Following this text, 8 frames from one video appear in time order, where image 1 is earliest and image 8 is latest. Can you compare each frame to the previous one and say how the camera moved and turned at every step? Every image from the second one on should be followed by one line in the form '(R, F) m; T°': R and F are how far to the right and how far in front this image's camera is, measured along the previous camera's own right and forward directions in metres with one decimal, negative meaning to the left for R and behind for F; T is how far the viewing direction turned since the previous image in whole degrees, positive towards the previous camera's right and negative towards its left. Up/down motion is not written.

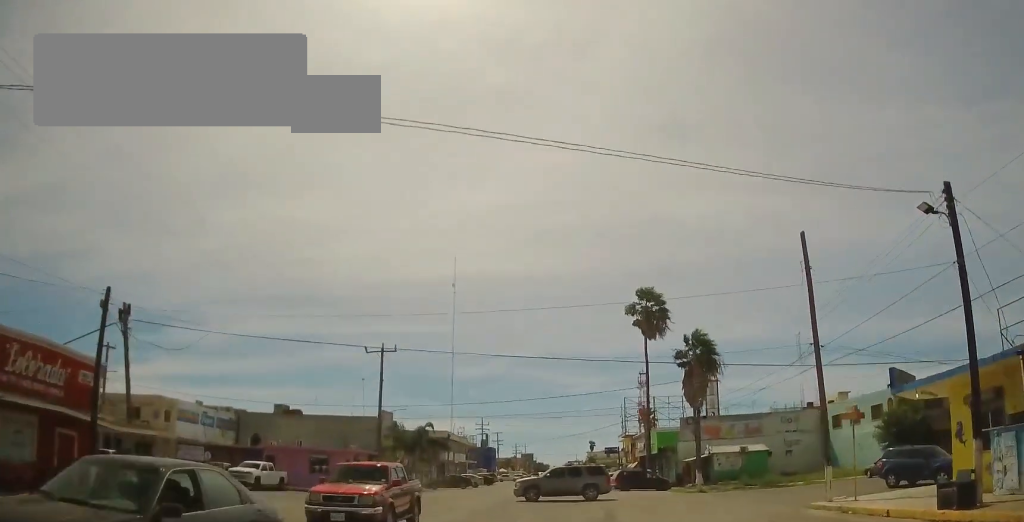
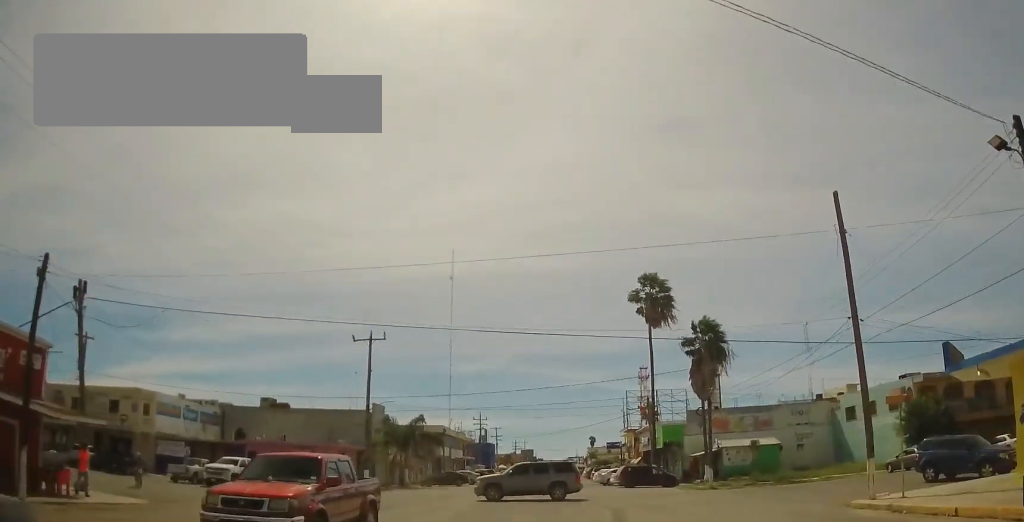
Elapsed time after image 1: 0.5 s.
(+0.1, +3.3) m; +2°
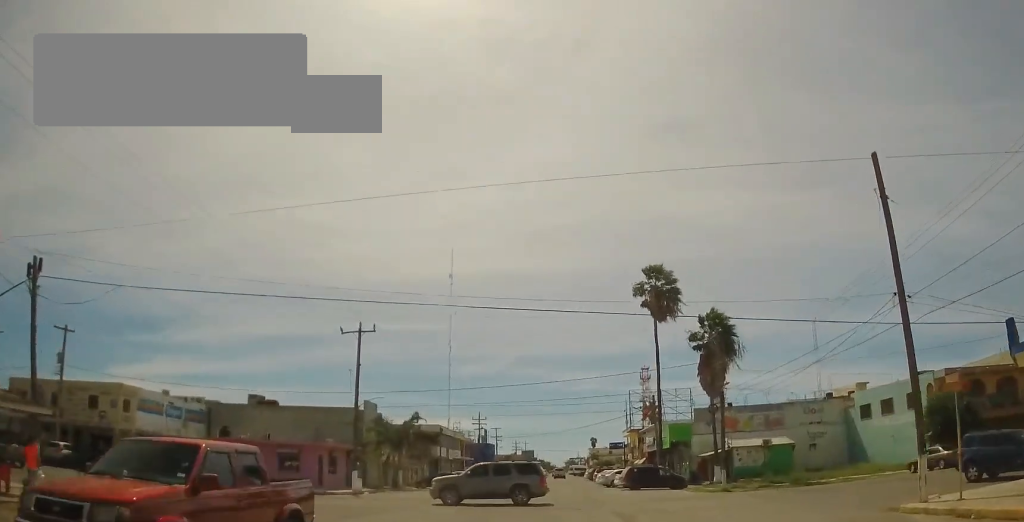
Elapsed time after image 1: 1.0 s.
(0.0, +3.0) m; 0°
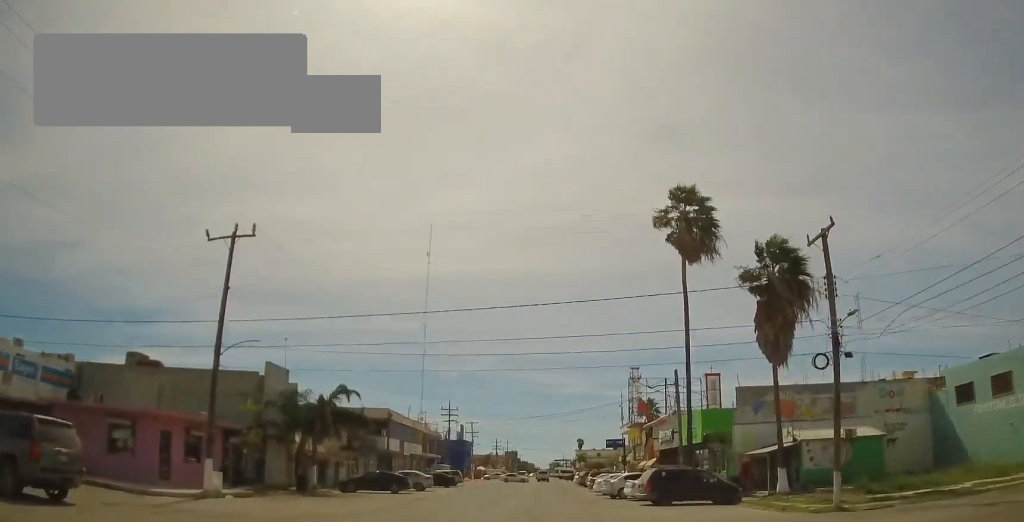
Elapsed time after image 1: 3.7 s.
(0.0, +17.0) m; 0°
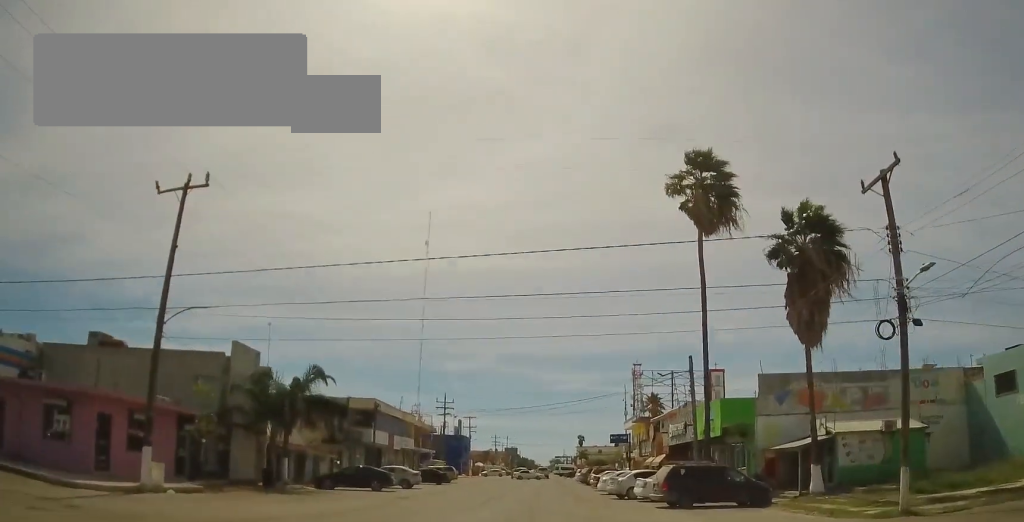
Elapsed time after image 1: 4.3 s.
(0.0, +4.0) m; 0°
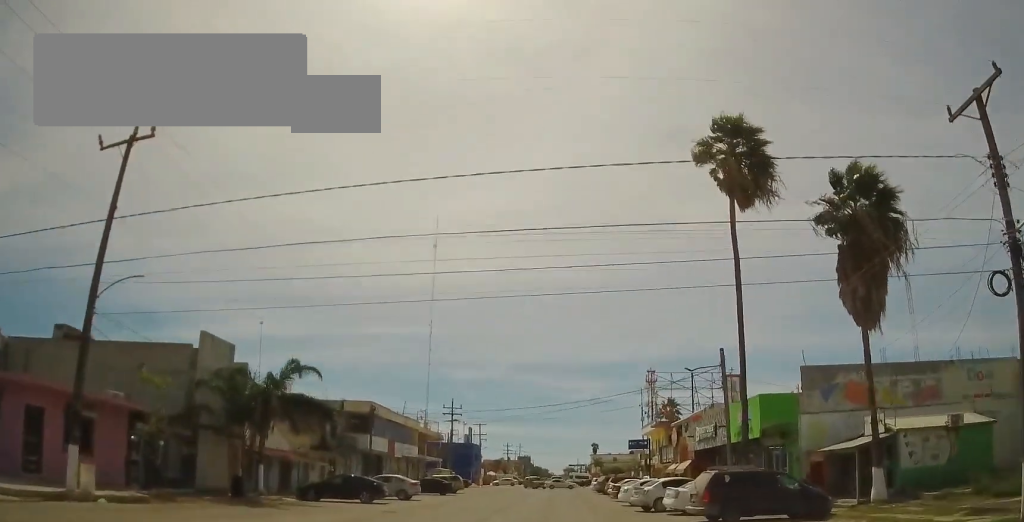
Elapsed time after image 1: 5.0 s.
(0.0, +4.4) m; 0°
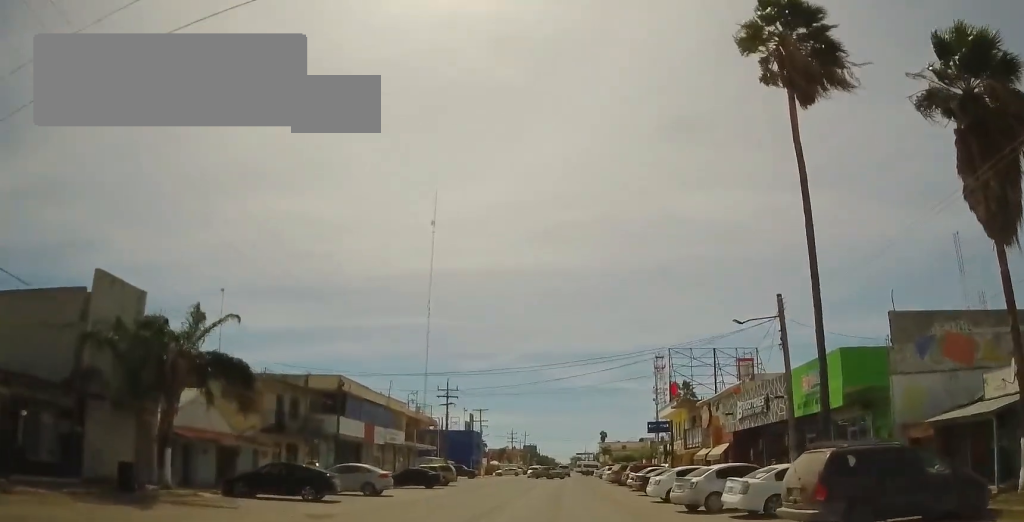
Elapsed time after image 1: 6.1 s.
(0.0, +8.1) m; +2°
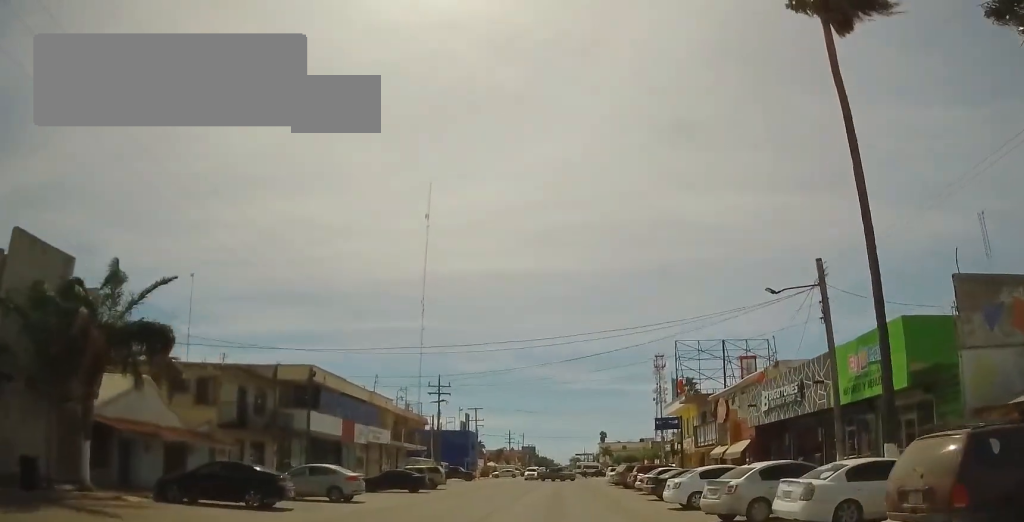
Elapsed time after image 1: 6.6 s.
(0.0, +4.3) m; +1°
